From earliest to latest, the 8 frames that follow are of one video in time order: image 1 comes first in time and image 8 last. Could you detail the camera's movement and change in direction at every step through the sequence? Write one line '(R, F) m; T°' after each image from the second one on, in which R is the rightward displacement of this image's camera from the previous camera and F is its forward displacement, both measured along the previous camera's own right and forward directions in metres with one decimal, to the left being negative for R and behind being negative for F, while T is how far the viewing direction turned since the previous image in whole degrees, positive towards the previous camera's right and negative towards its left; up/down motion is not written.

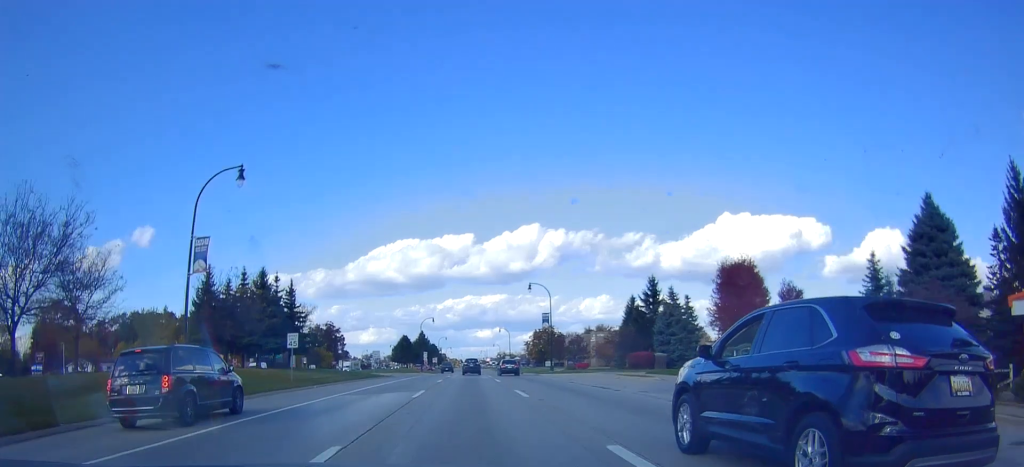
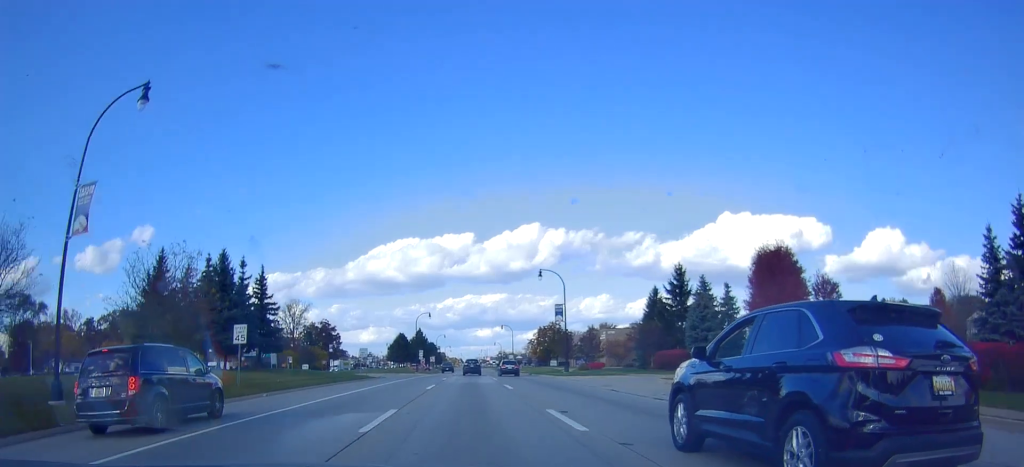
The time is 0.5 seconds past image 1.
(+0.1, +9.2) m; 0°
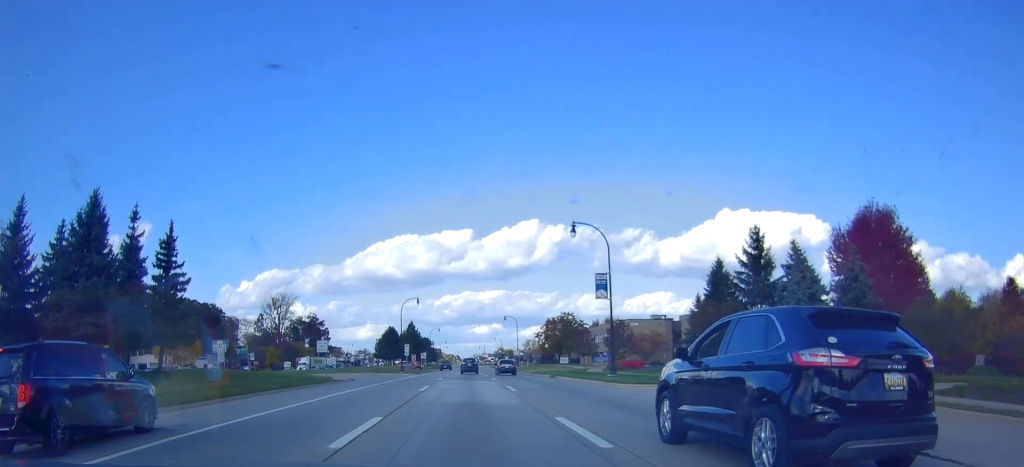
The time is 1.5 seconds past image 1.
(+0.2, +17.8) m; 0°
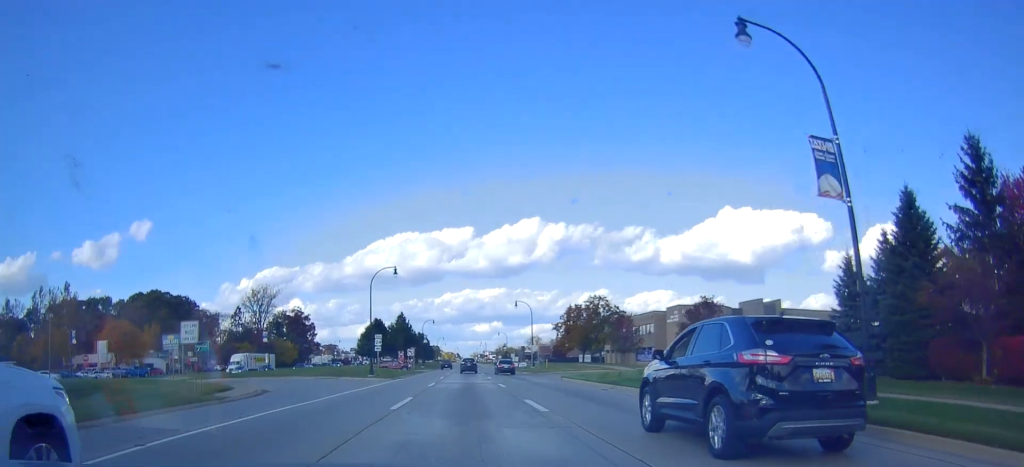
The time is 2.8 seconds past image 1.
(-0.7, +23.8) m; -2°
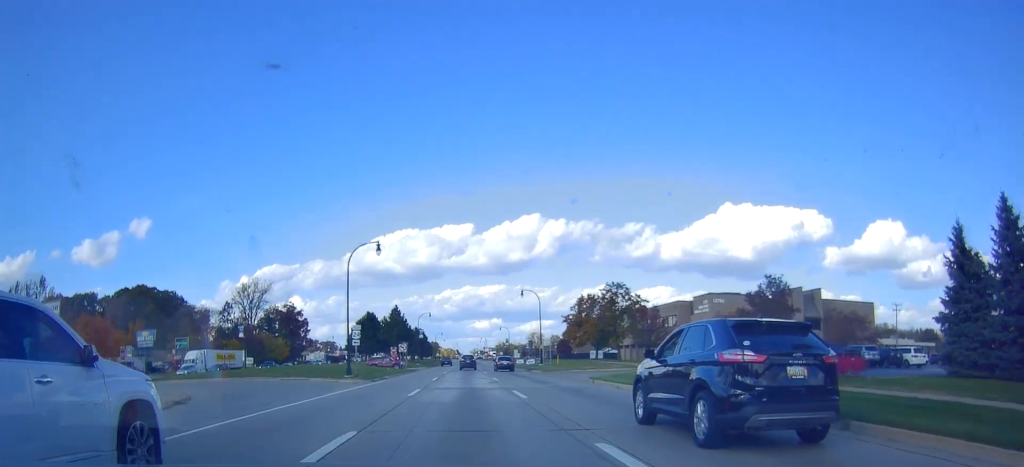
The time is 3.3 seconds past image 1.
(-0.1, +9.8) m; +1°
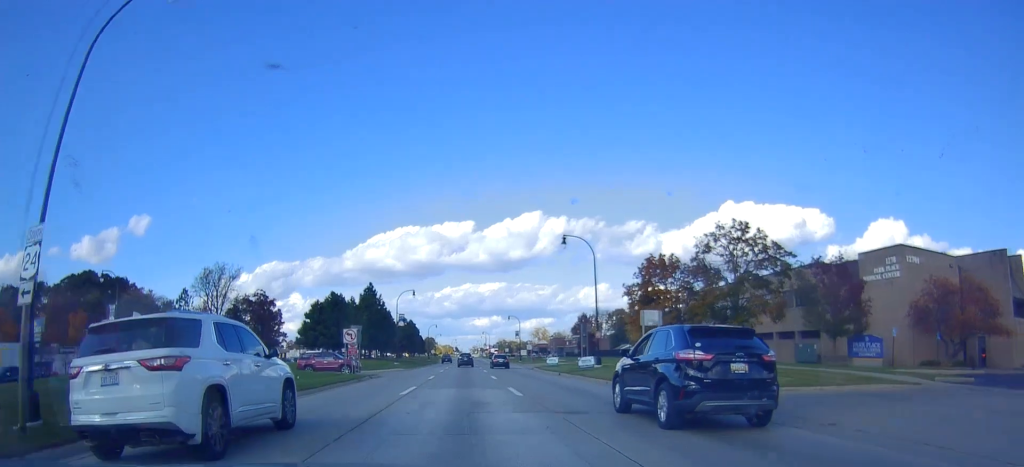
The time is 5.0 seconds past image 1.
(+1.1, +32.2) m; 0°
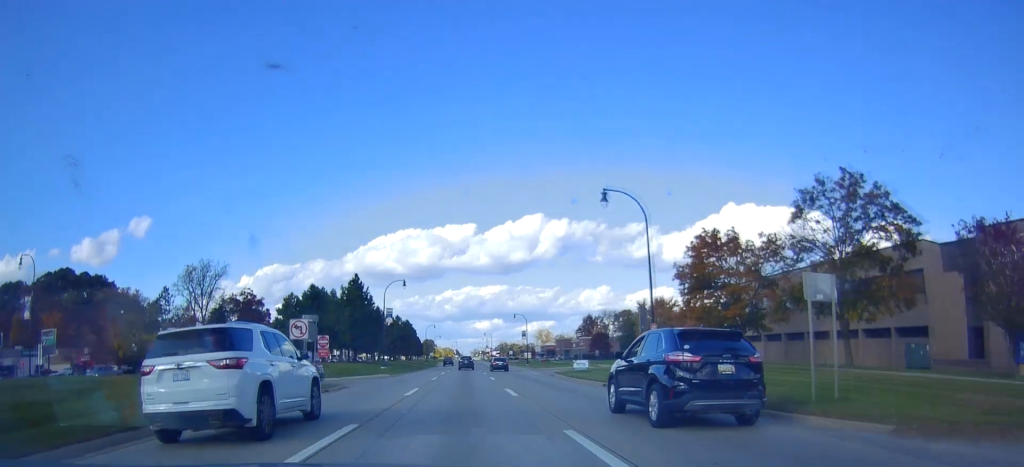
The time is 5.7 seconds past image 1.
(-0.5, +12.5) m; 0°
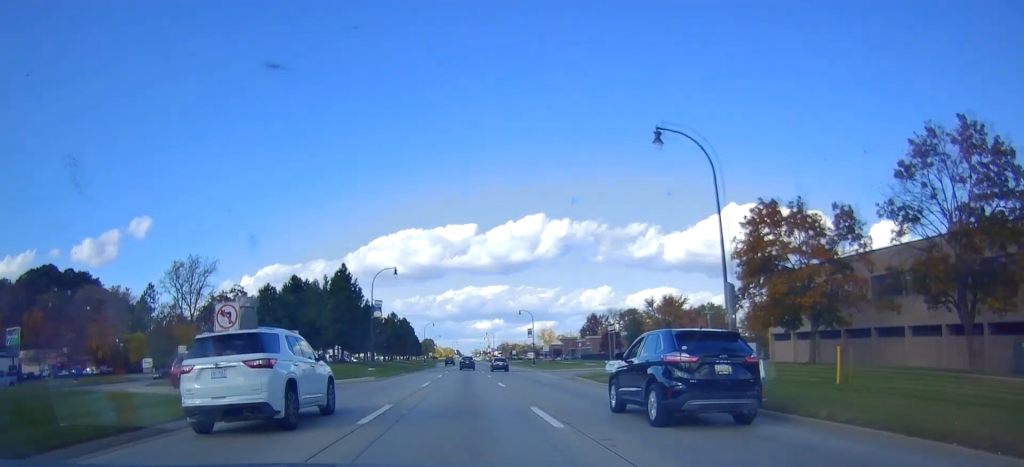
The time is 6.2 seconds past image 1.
(-0.3, +8.8) m; 0°
